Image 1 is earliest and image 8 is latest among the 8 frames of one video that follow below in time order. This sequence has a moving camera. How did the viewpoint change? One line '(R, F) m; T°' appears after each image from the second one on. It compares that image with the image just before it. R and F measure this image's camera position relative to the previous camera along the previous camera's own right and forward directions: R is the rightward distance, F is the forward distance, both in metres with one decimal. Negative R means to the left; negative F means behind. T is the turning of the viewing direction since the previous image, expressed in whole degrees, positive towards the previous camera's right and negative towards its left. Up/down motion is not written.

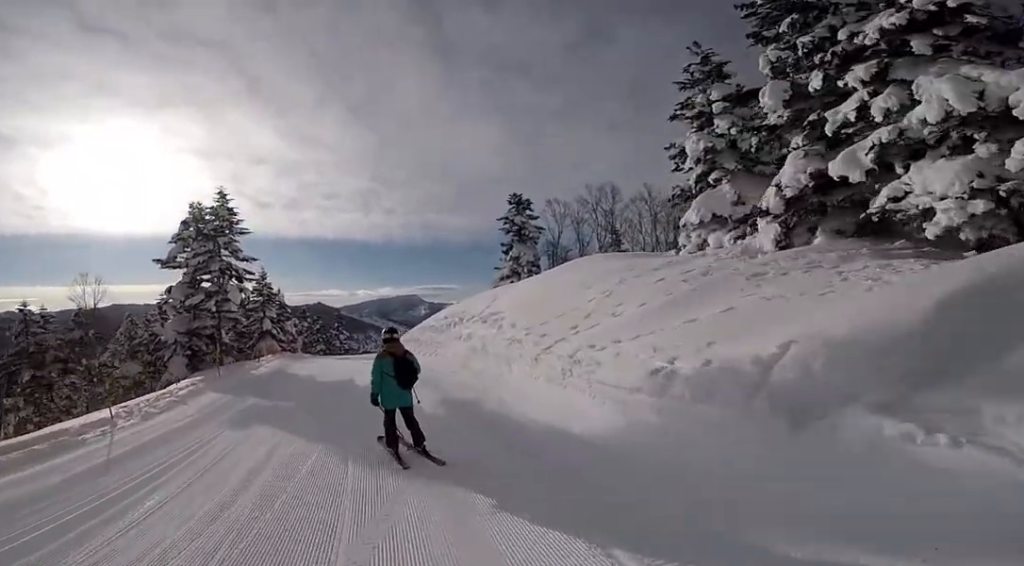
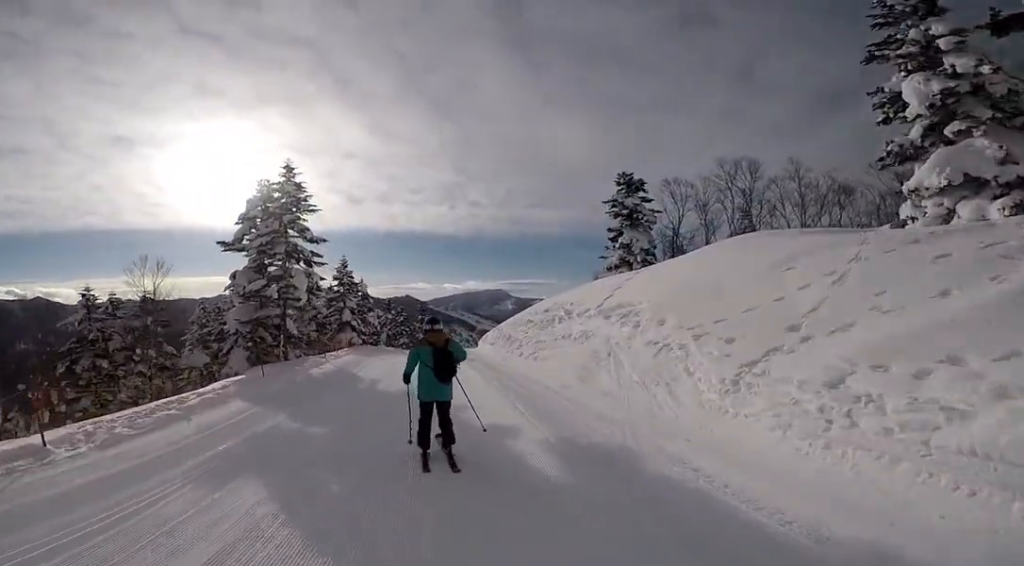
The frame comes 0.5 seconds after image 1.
(-0.2, +3.4) m; -4°
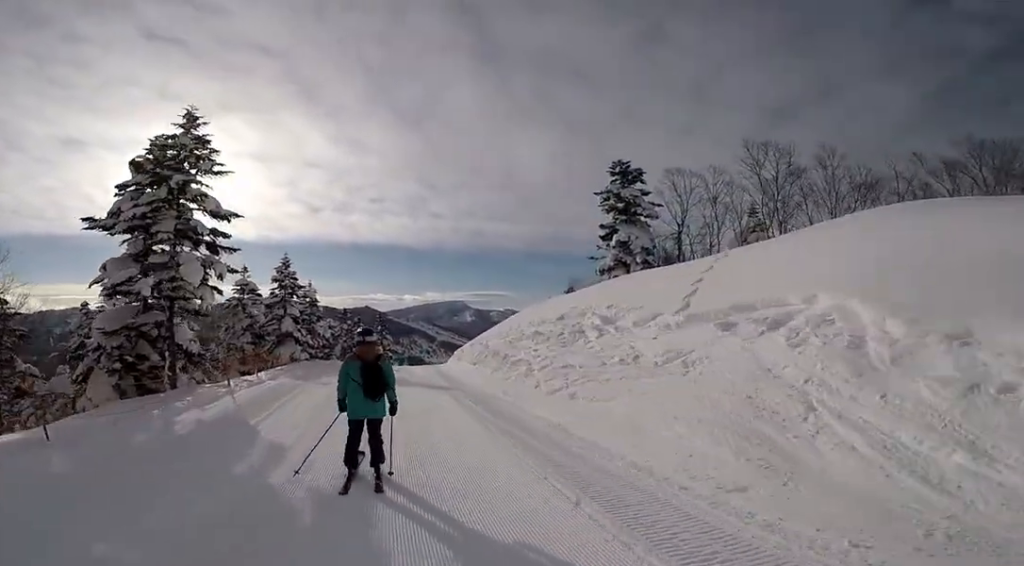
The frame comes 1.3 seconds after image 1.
(-0.2, +5.7) m; -1°
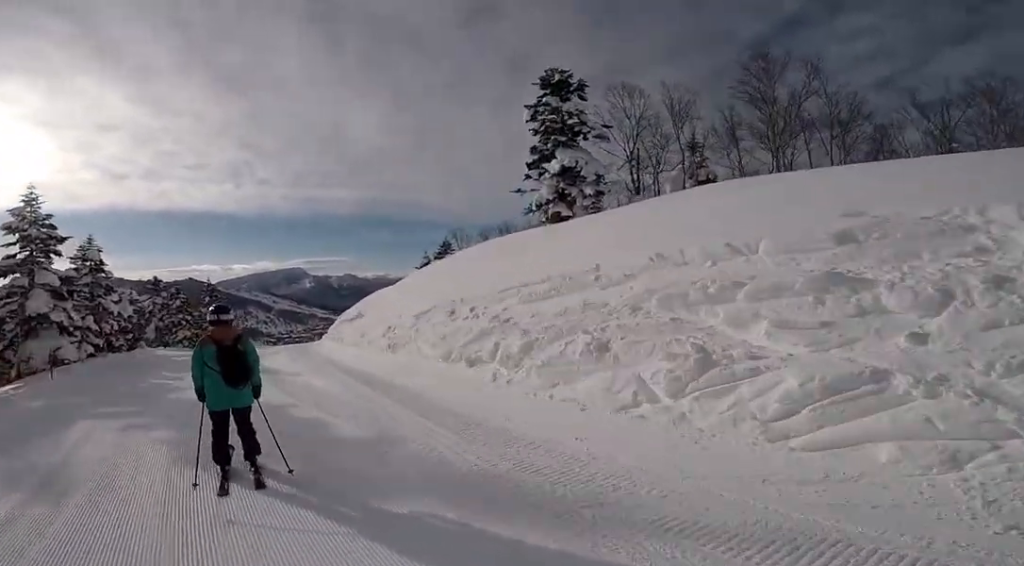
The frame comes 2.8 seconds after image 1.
(+1.0, +10.0) m; +10°
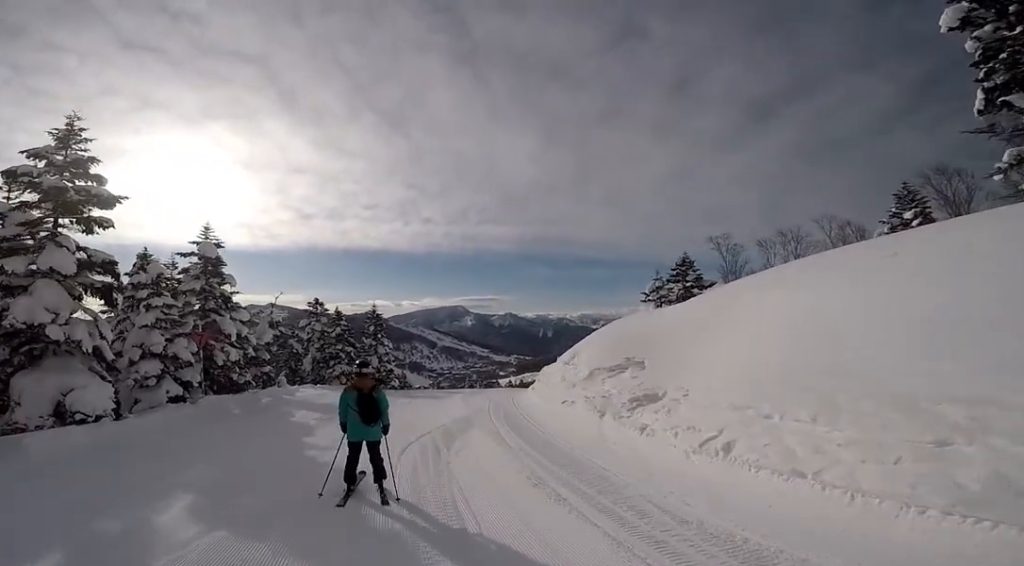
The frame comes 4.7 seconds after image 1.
(-0.9, +12.2) m; -10°
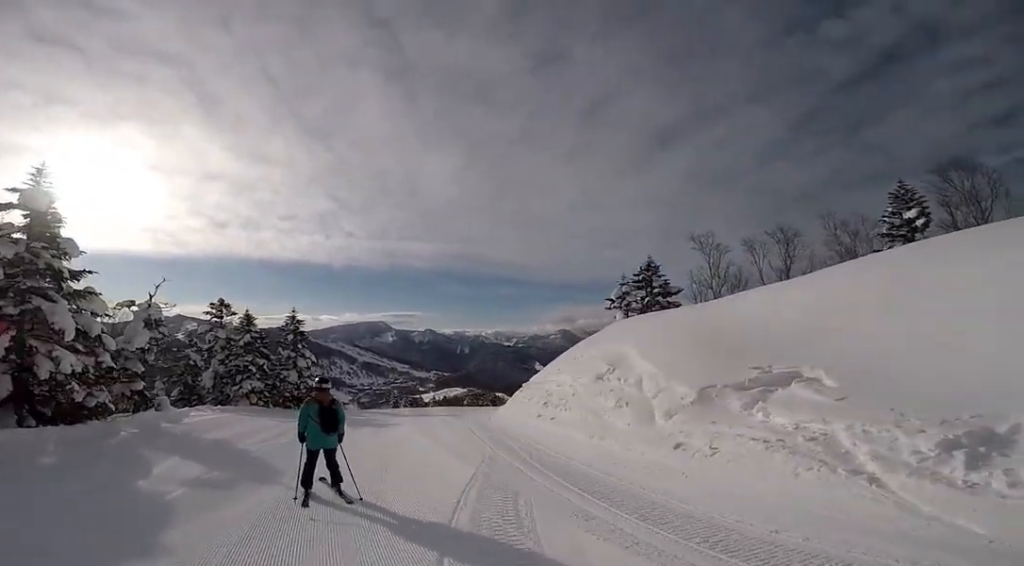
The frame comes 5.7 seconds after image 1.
(0.0, +6.3) m; +4°
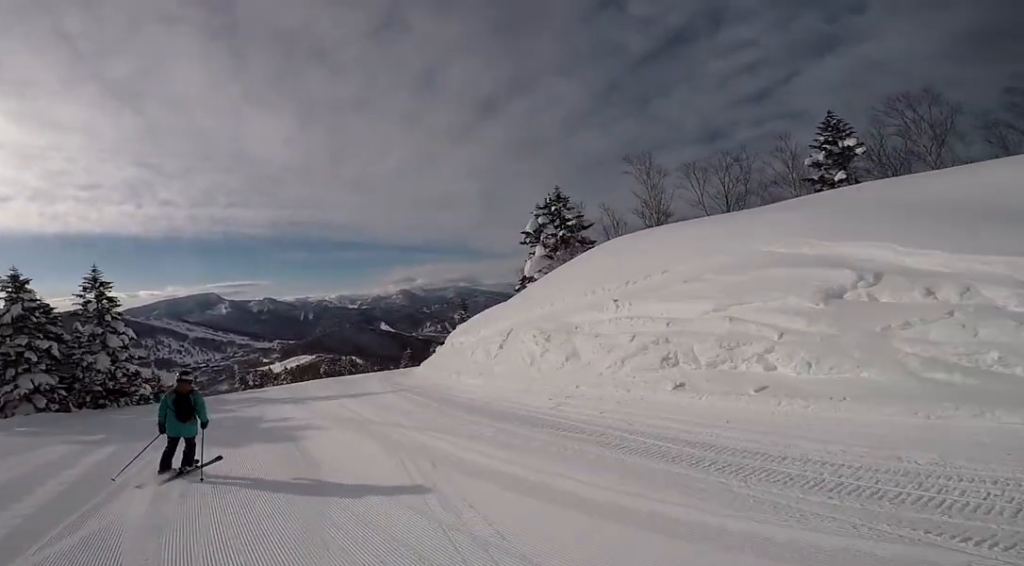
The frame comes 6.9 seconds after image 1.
(+0.9, +7.8) m; +20°
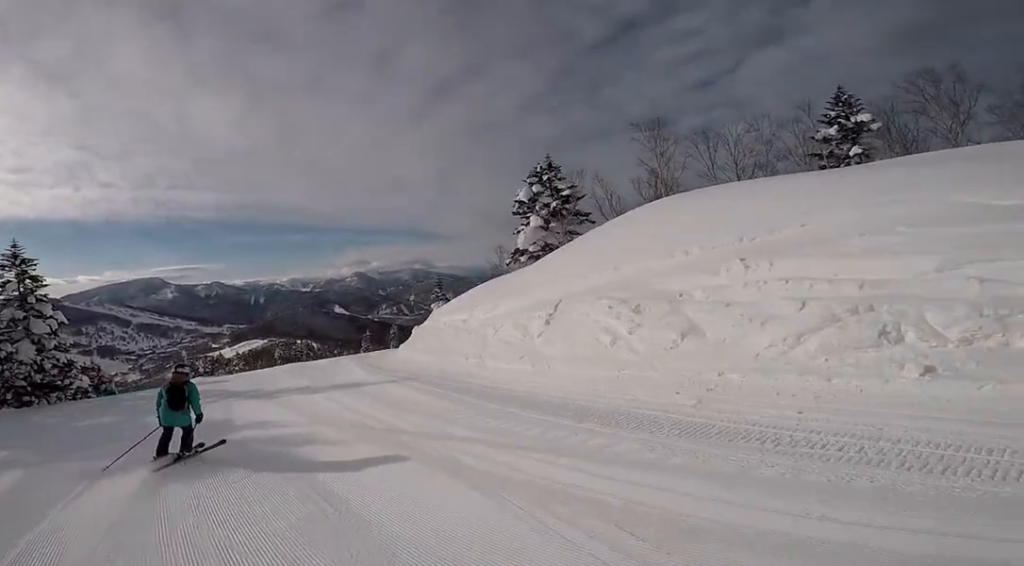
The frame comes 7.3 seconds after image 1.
(0.0, +3.1) m; +10°
